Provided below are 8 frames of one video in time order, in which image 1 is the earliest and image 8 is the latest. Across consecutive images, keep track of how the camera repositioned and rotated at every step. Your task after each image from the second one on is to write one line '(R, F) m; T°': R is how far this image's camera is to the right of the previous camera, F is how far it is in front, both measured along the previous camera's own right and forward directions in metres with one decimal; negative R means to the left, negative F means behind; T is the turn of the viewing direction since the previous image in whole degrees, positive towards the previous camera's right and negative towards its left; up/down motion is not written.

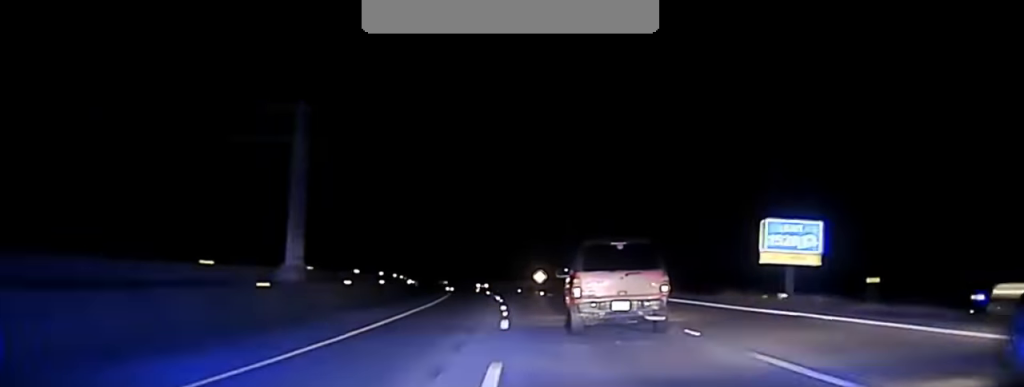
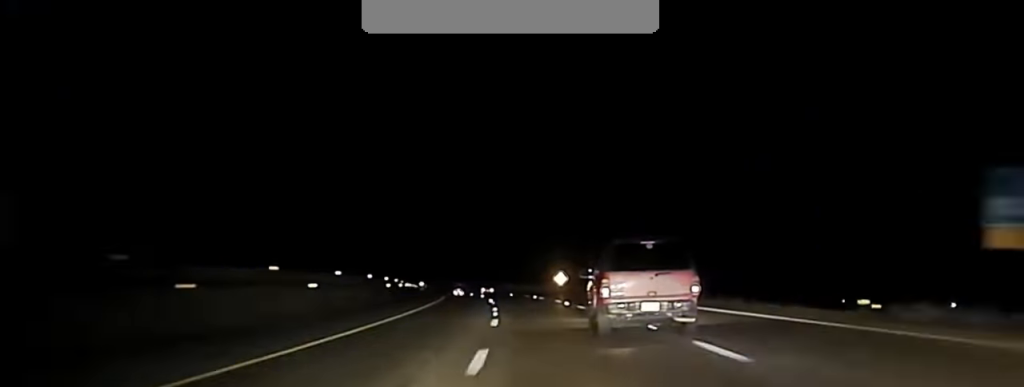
(-0.5, +23.8) m; -1°
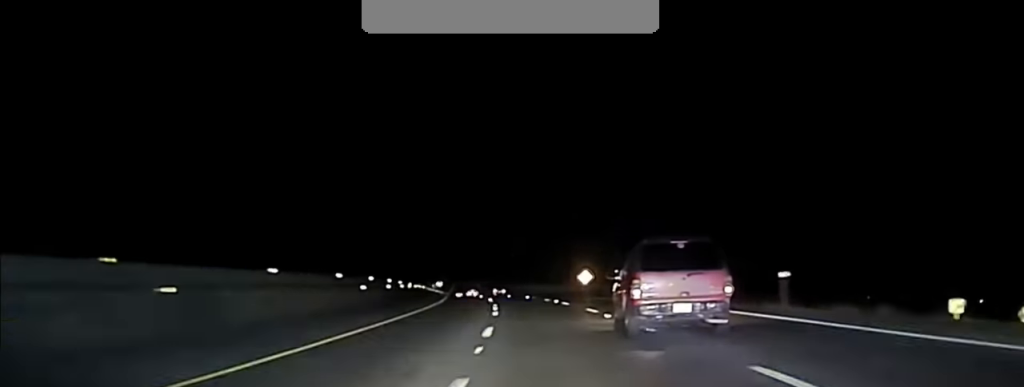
(-0.1, +20.8) m; -1°
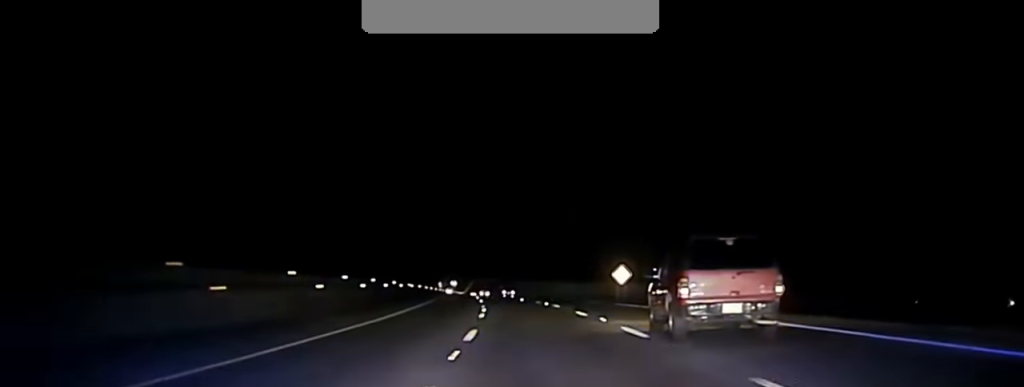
(-0.5, +27.7) m; -1°
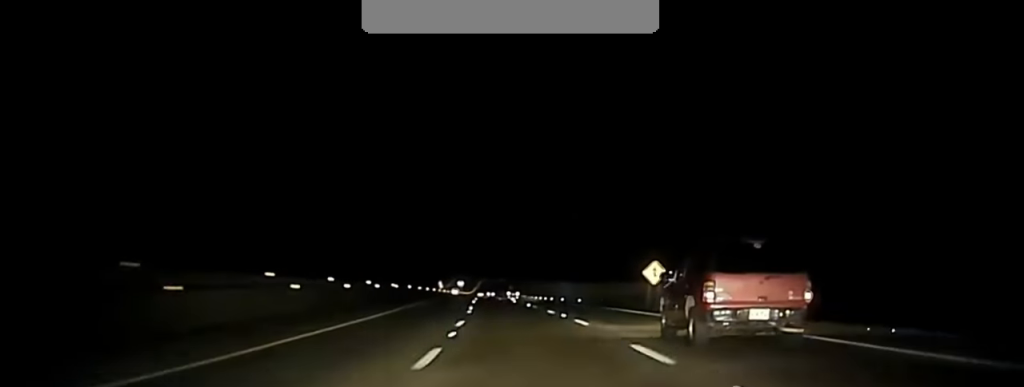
(0.0, +18.6) m; -1°
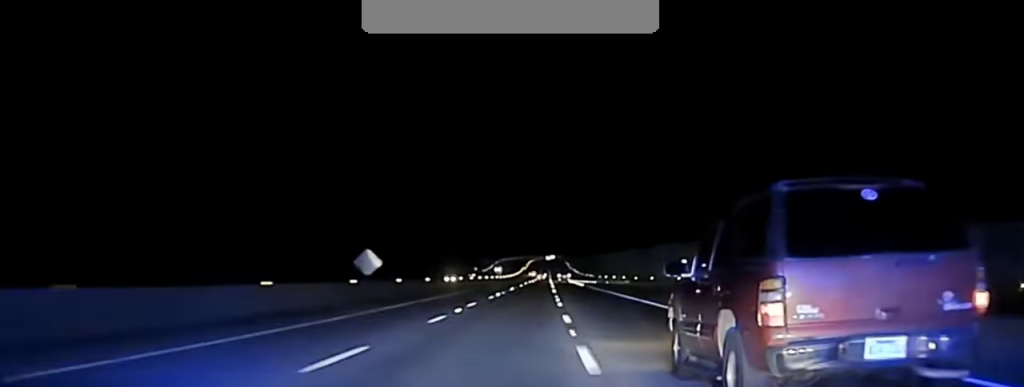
(-2.5, +98.3) m; -2°
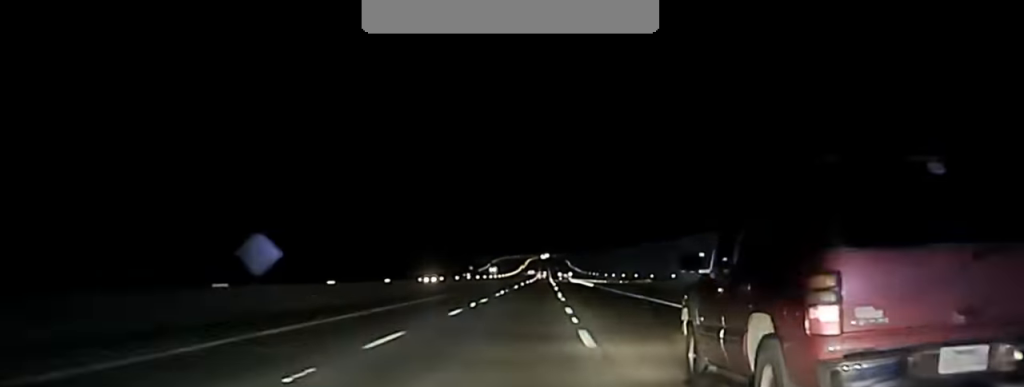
(0.0, +18.1) m; 0°
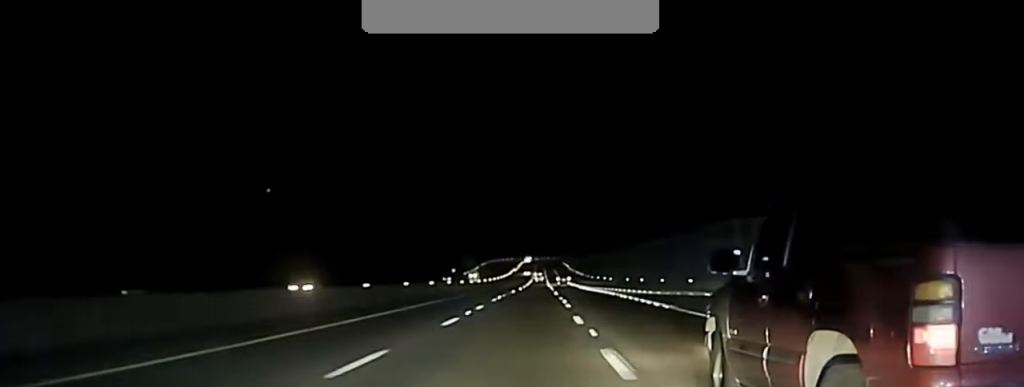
(+0.1, +47.8) m; 0°
